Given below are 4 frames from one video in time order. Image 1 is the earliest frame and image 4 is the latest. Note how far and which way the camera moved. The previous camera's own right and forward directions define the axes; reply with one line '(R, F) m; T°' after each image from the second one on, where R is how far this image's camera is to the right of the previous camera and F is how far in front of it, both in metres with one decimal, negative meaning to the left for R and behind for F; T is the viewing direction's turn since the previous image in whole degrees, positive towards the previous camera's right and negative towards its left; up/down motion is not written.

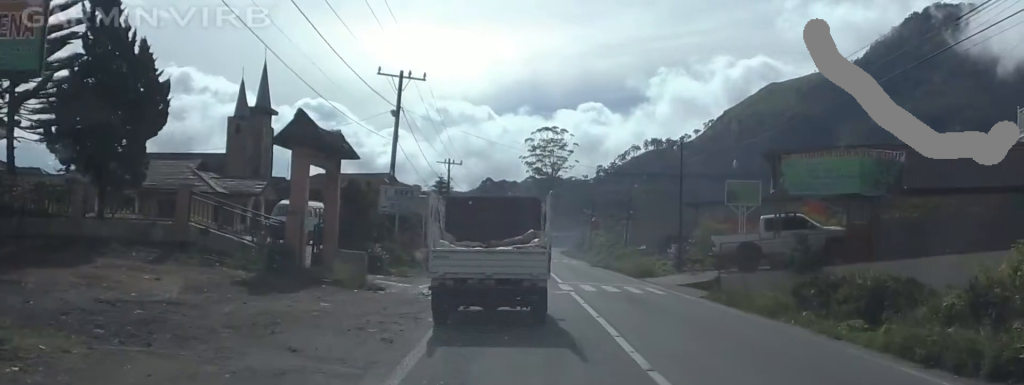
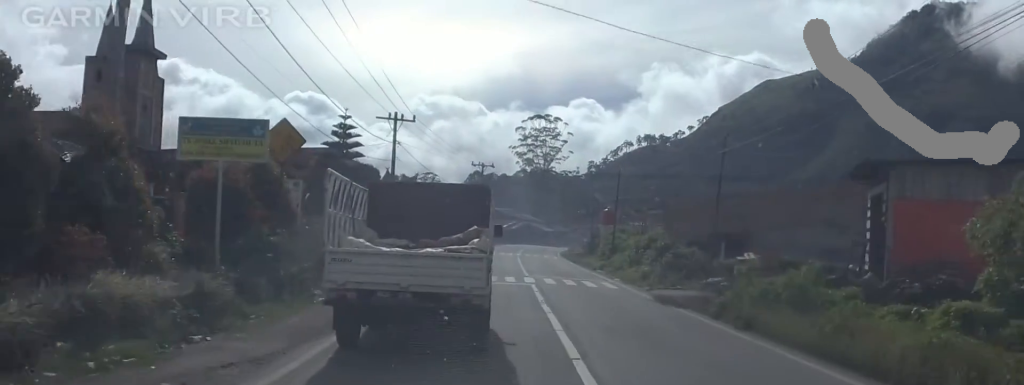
(-0.2, +30.9) m; +1°
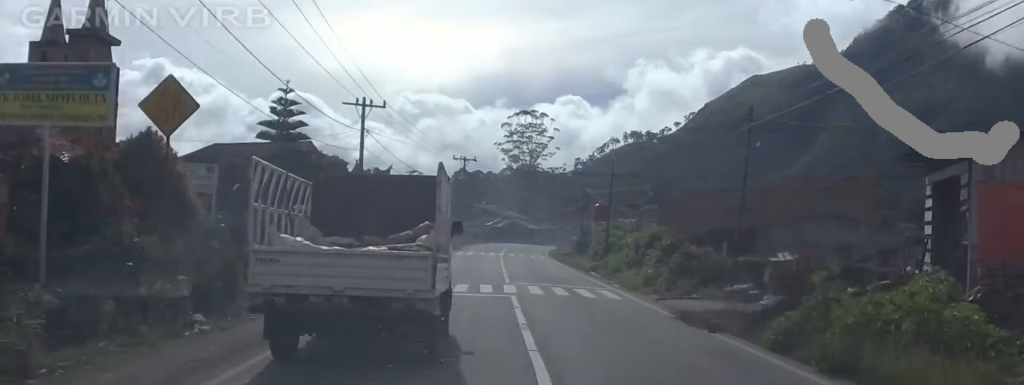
(+0.4, +5.4) m; 0°
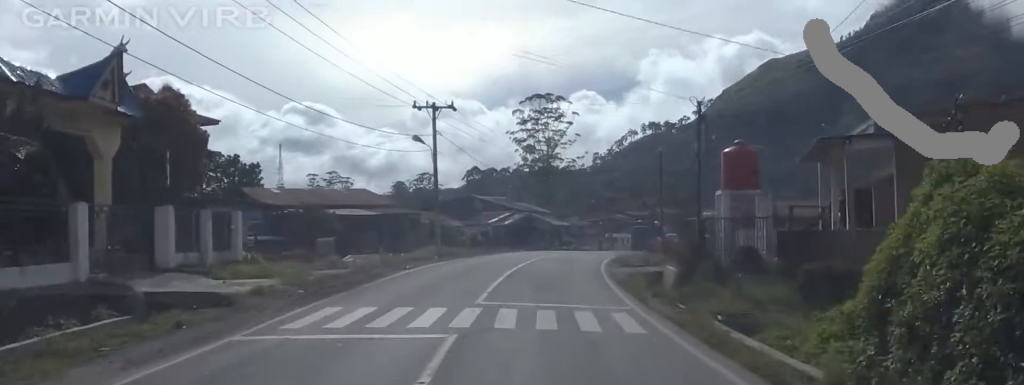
(-2.7, +38.4) m; -4°
